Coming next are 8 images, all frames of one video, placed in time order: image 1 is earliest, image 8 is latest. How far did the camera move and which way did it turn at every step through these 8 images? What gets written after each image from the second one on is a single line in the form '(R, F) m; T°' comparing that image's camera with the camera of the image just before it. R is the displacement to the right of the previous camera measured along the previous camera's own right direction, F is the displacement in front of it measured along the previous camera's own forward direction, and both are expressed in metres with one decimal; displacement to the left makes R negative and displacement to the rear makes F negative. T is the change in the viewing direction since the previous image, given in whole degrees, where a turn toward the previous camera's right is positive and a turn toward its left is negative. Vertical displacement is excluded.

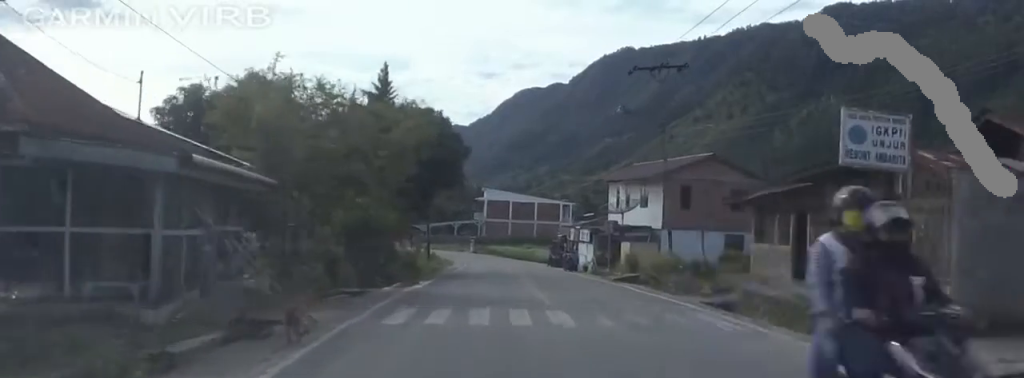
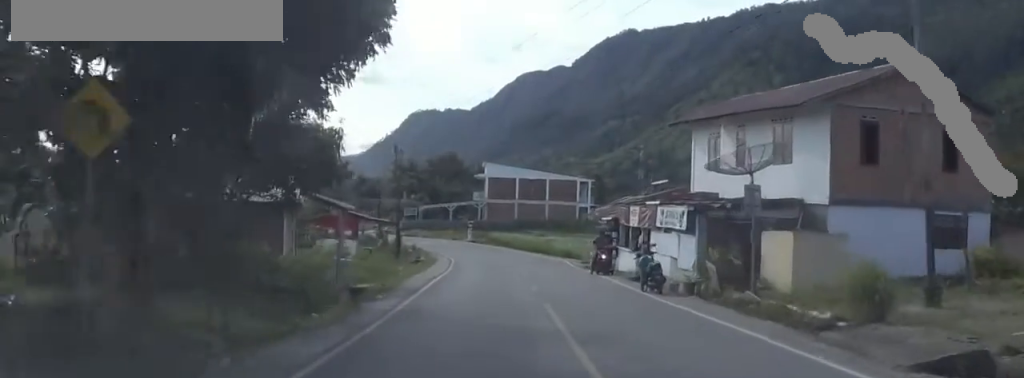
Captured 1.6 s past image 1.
(+0.2, +25.4) m; 0°
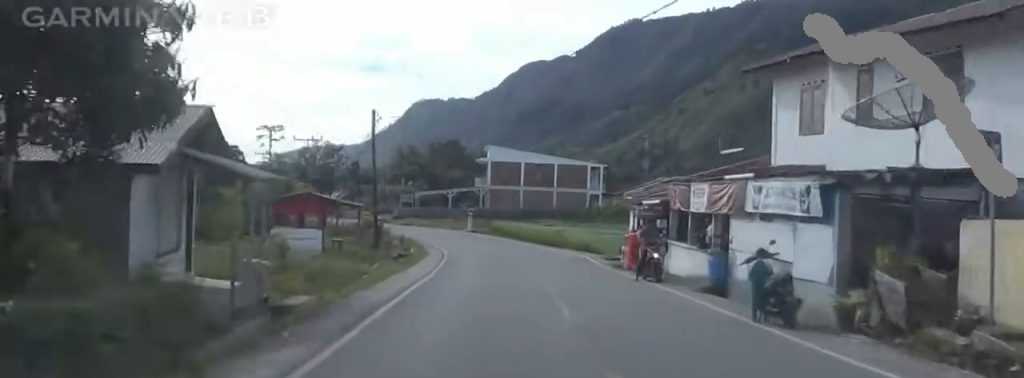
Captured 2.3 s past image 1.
(-0.3, +9.9) m; 0°
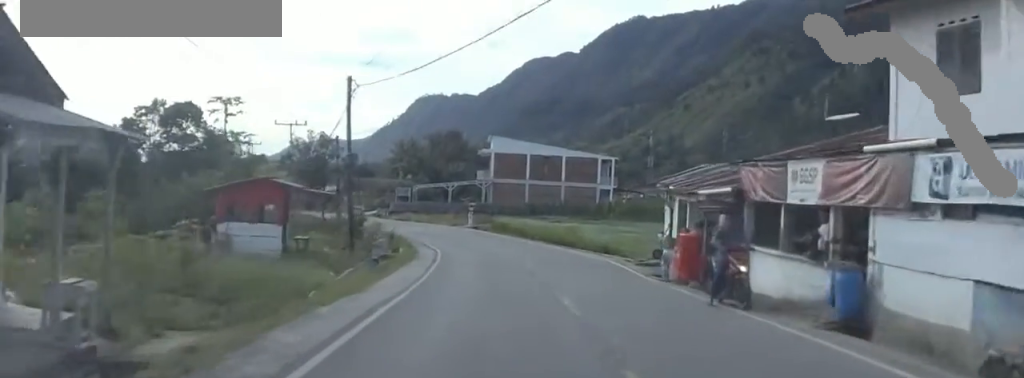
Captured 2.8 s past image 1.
(+0.3, +7.6) m; +1°
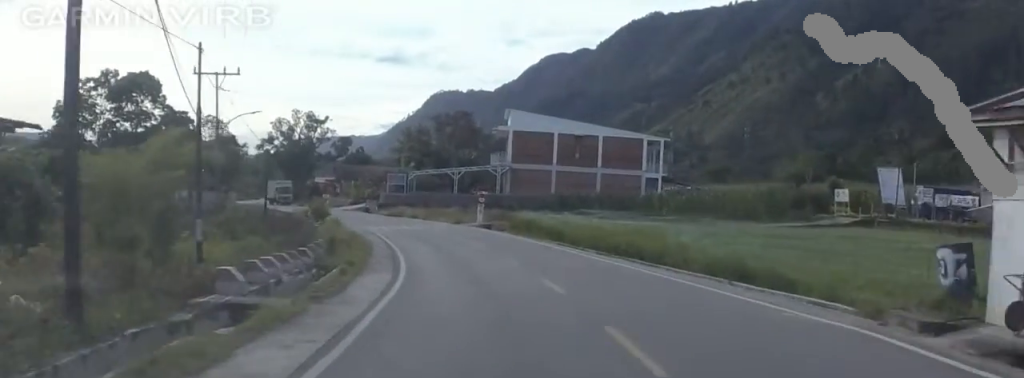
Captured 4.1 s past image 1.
(+0.3, +21.6) m; -6°
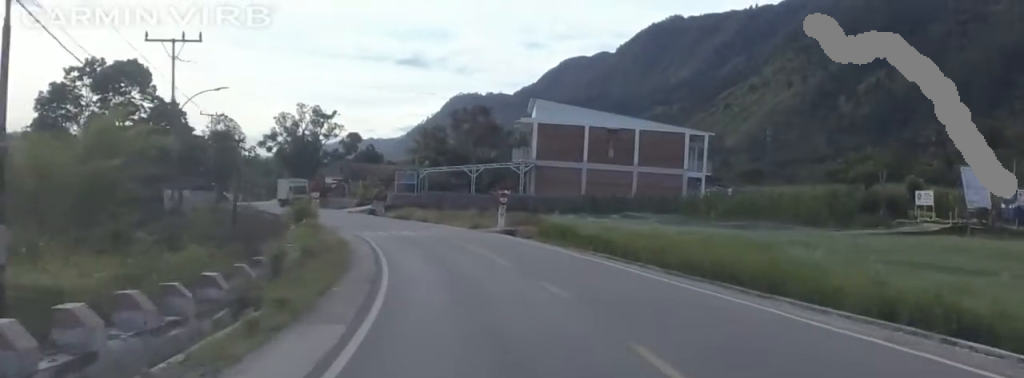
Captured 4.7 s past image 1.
(-1.0, +9.4) m; -4°
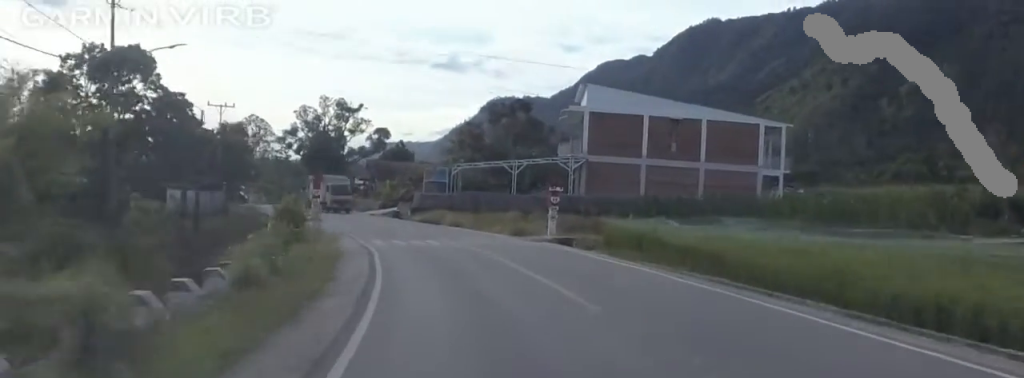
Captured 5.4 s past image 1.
(-0.6, +10.1) m; -4°
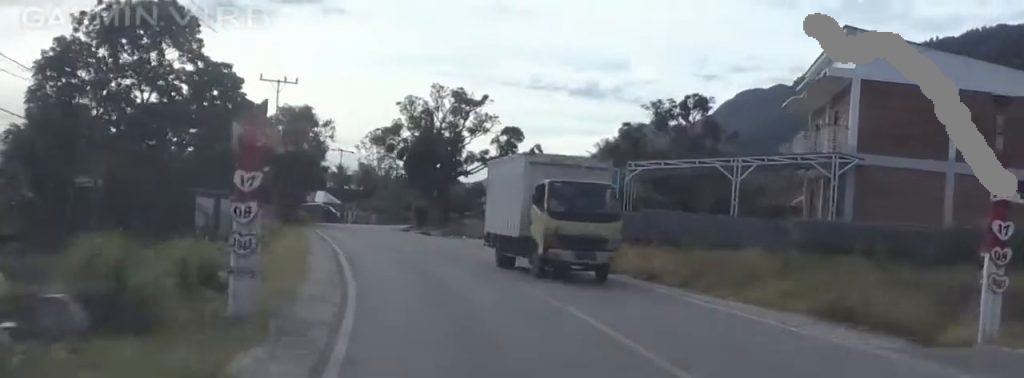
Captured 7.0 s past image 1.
(-0.1, +26.4) m; -4°
